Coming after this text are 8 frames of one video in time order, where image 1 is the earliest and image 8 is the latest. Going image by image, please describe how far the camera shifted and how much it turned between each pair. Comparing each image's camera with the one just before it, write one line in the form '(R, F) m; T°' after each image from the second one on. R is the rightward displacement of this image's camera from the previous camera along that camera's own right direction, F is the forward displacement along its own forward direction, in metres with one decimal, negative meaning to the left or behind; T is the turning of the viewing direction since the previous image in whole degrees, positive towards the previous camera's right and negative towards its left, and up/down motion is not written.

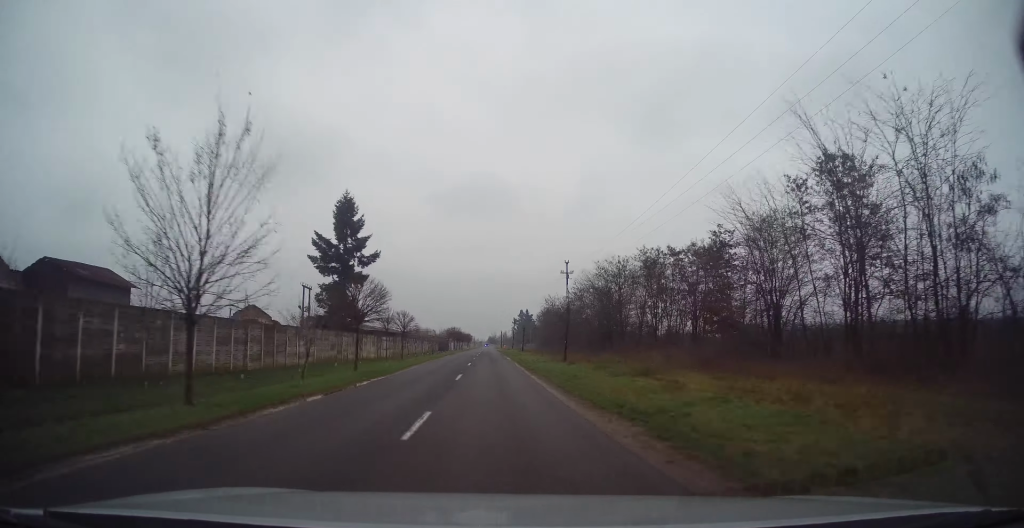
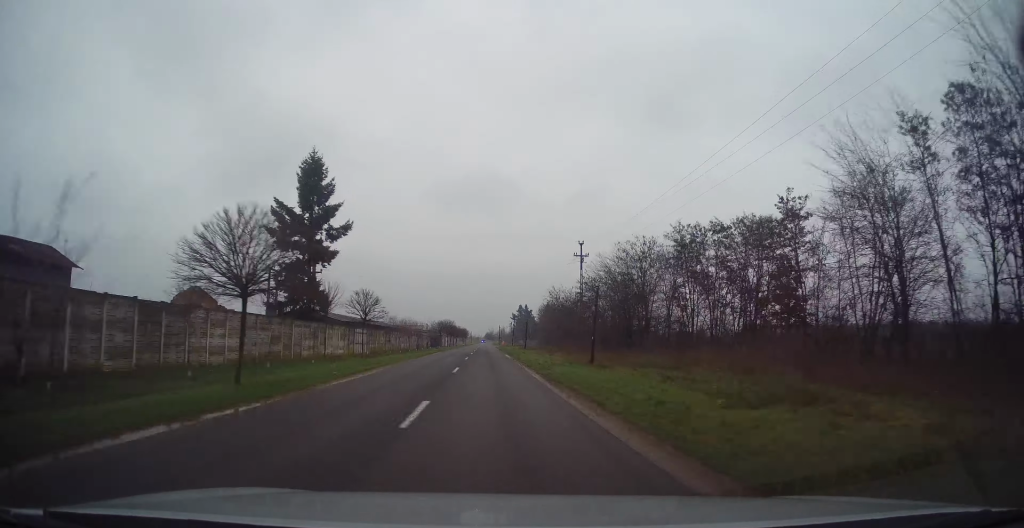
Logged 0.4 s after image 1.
(+0.2, +11.2) m; 0°
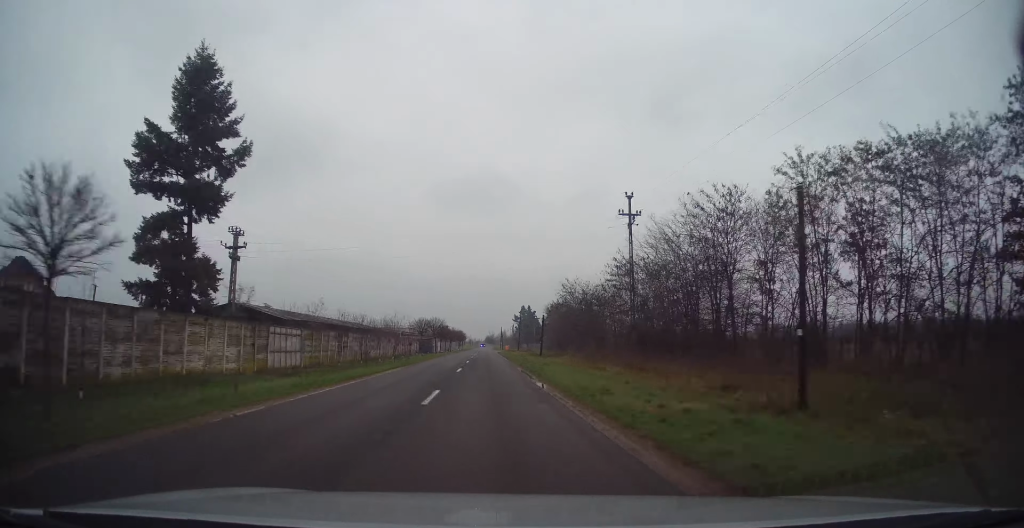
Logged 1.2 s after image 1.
(+0.1, +20.2) m; 0°
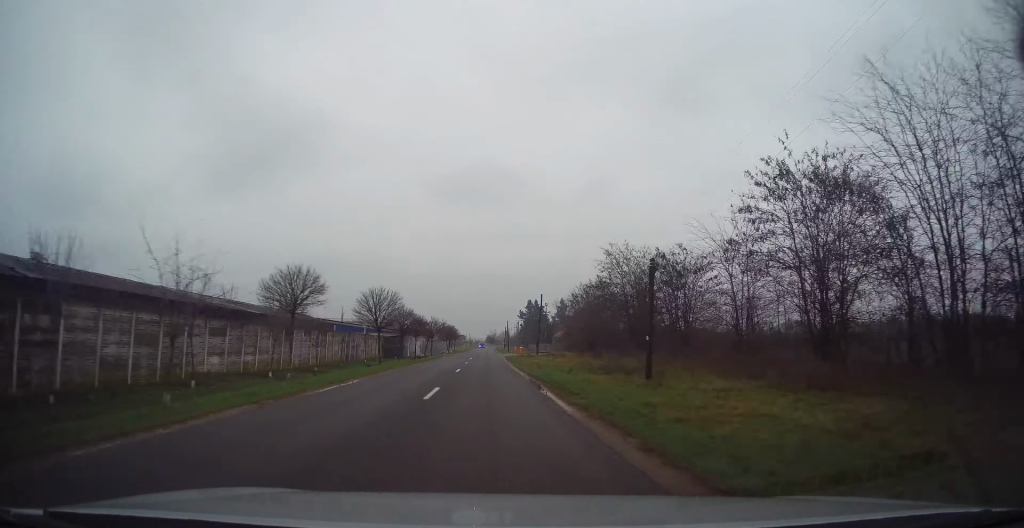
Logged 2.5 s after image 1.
(-0.1, +33.9) m; 0°
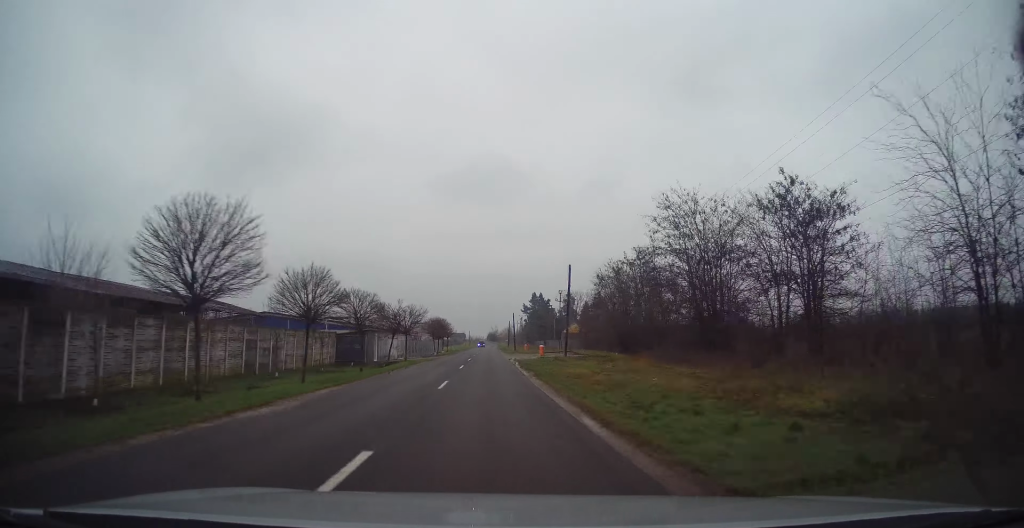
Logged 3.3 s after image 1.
(+0.1, +20.9) m; 0°
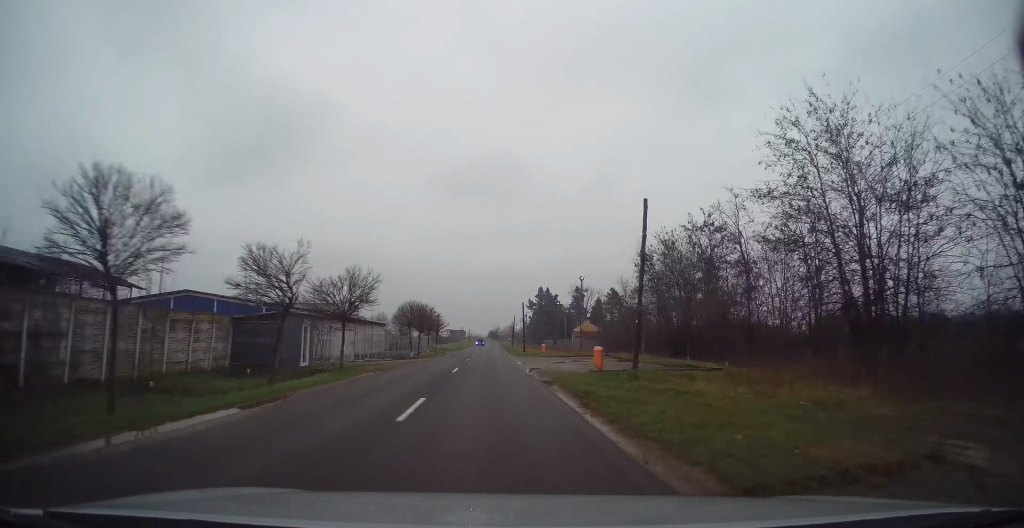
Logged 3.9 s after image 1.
(-0.3, +17.9) m; 0°
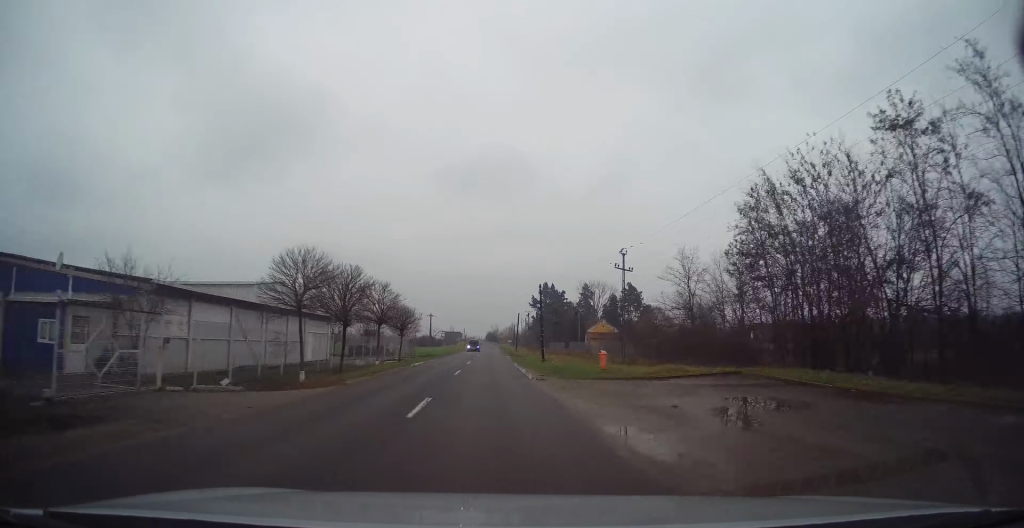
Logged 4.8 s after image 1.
(+0.3, +22.8) m; 0°
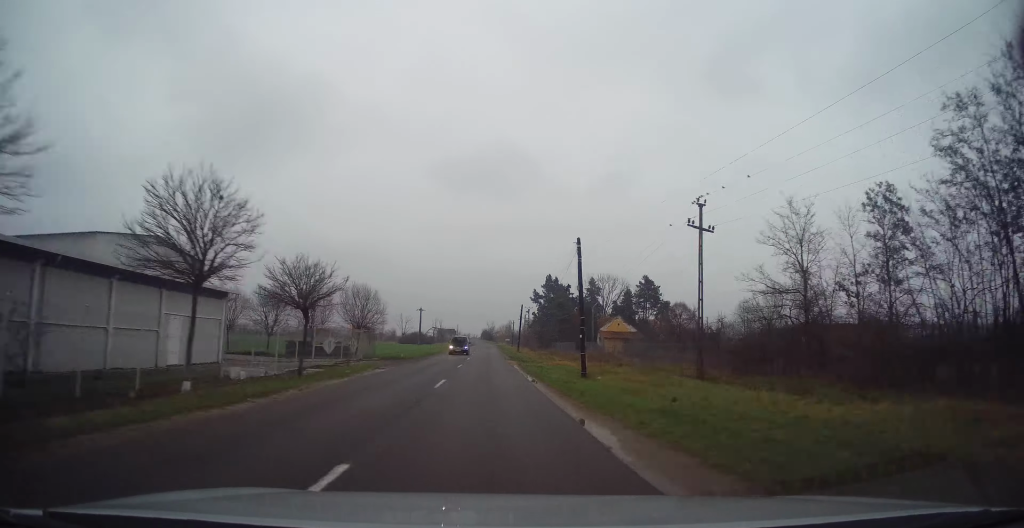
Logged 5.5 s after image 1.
(-0.2, +18.0) m; 0°
